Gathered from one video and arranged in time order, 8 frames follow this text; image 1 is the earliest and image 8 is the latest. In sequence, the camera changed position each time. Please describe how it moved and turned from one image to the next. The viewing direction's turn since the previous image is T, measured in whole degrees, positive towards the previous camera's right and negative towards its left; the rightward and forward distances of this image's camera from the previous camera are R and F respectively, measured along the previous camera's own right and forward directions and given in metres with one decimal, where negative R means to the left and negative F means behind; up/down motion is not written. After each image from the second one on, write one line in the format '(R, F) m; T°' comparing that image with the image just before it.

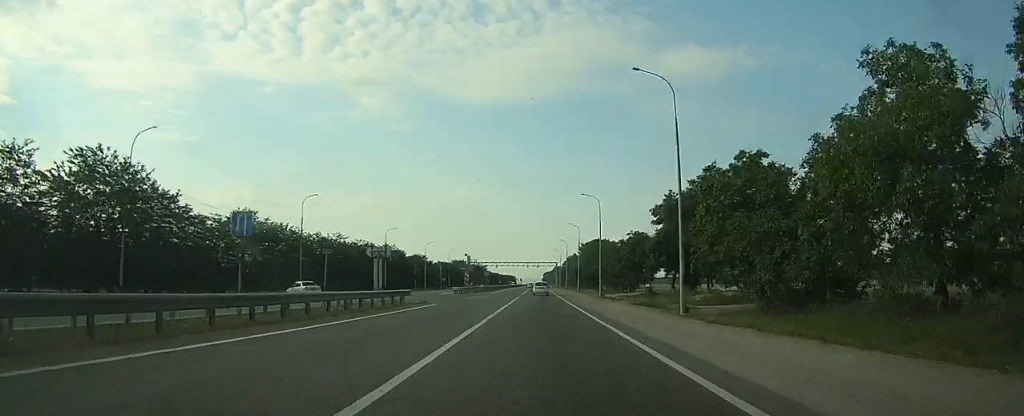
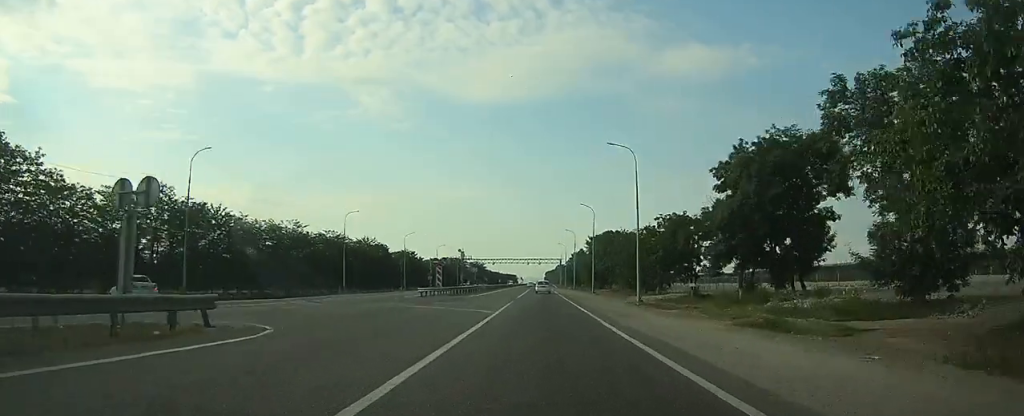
(0.0, +21.1) m; 0°
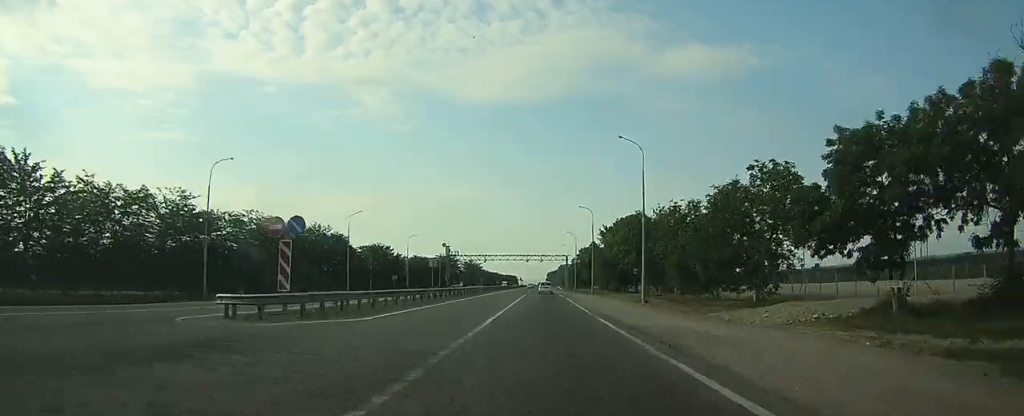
(0.0, +31.8) m; 0°
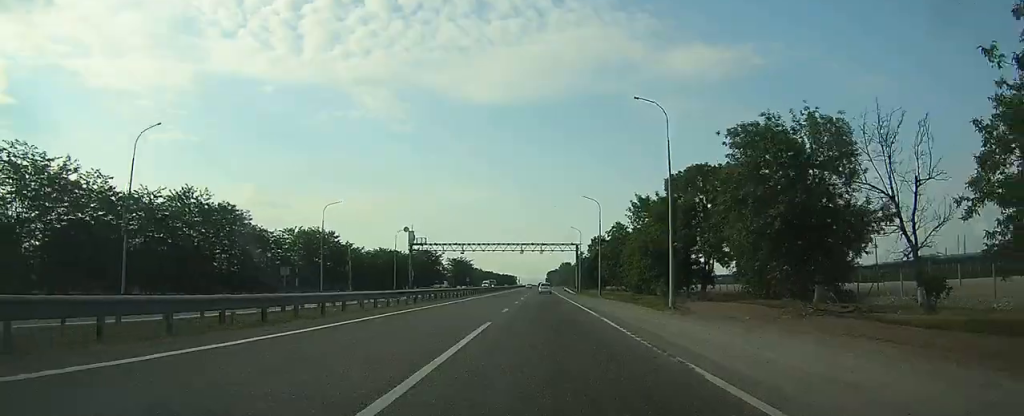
(-0.1, +41.7) m; 0°
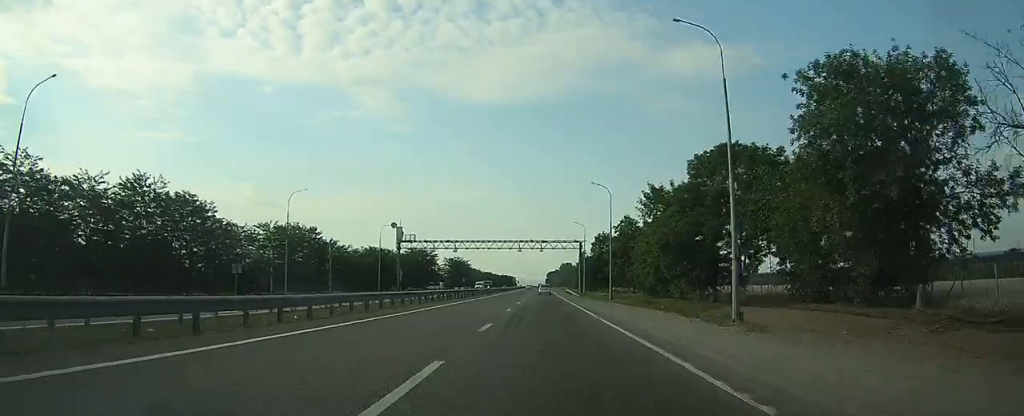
(0.0, +9.2) m; 0°
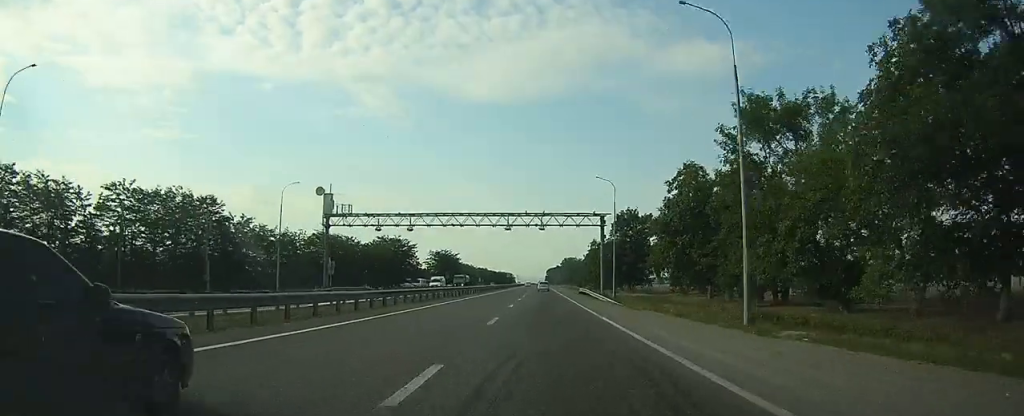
(-0.1, +33.7) m; 0°
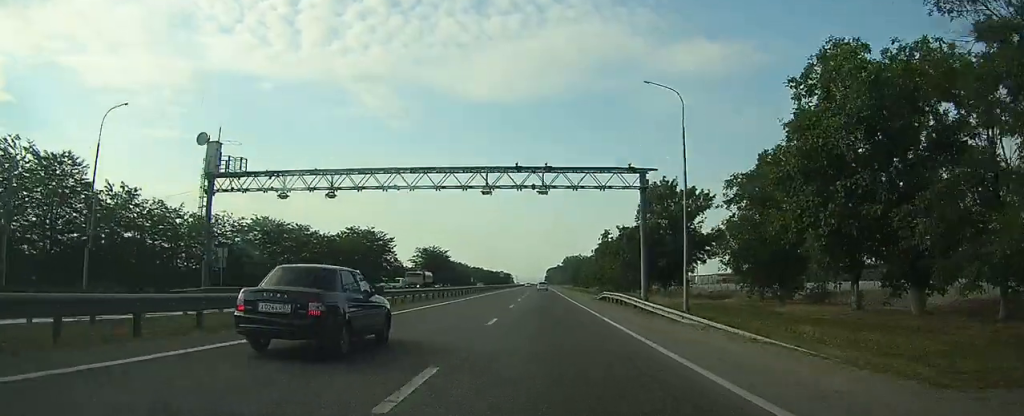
(-0.1, +24.5) m; 0°
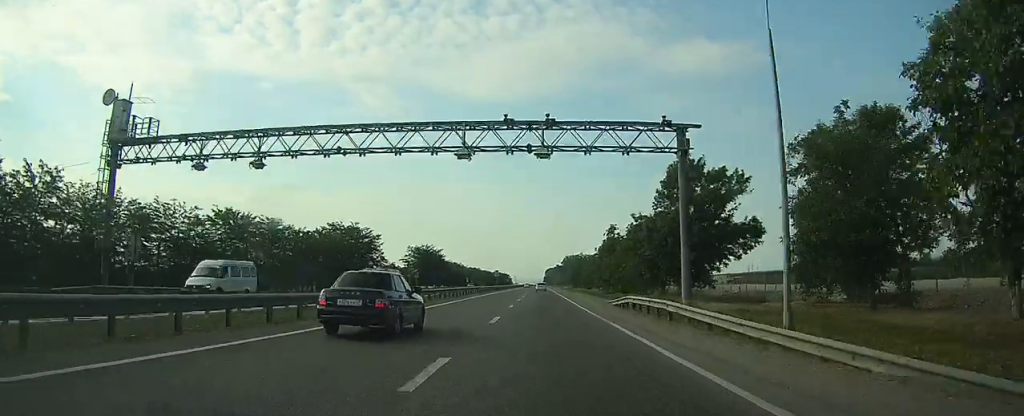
(0.0, +10.7) m; 0°
